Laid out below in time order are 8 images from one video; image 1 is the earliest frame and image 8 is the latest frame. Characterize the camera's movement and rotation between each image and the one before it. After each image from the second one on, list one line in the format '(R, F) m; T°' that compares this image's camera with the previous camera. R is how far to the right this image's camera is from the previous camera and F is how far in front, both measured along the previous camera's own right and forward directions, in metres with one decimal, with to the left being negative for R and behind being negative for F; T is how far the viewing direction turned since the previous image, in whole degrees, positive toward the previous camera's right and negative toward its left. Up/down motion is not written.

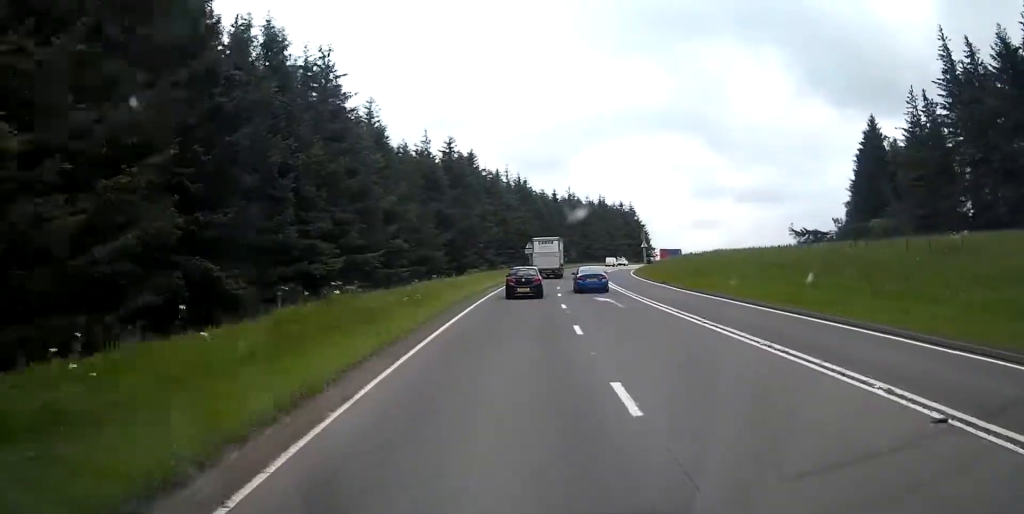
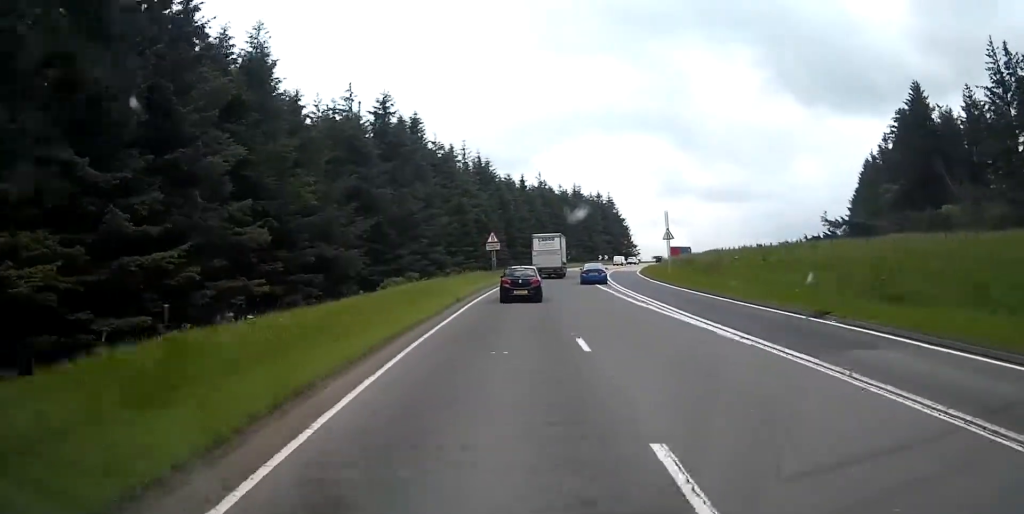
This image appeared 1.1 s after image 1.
(+0.8, +25.0) m; +3°
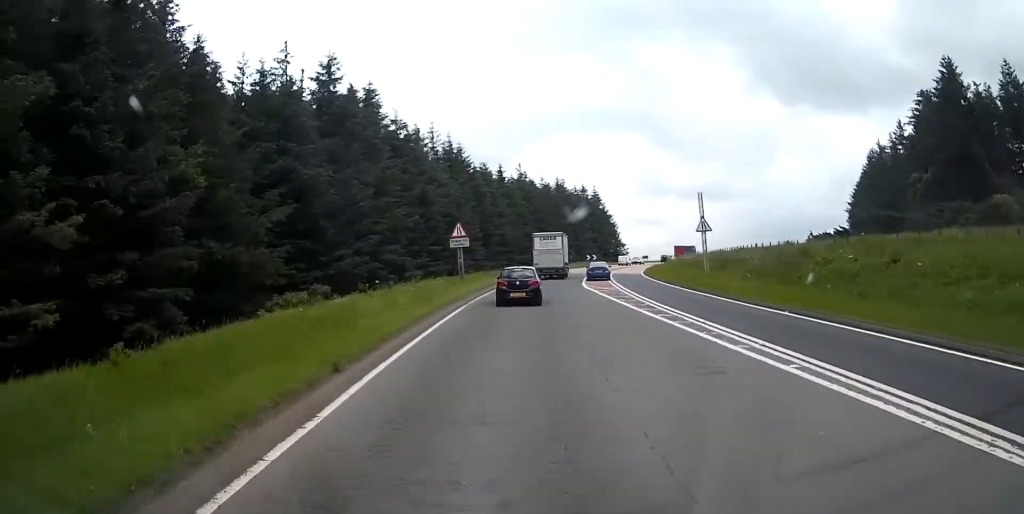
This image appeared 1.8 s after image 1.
(+0.2, +13.7) m; +1°
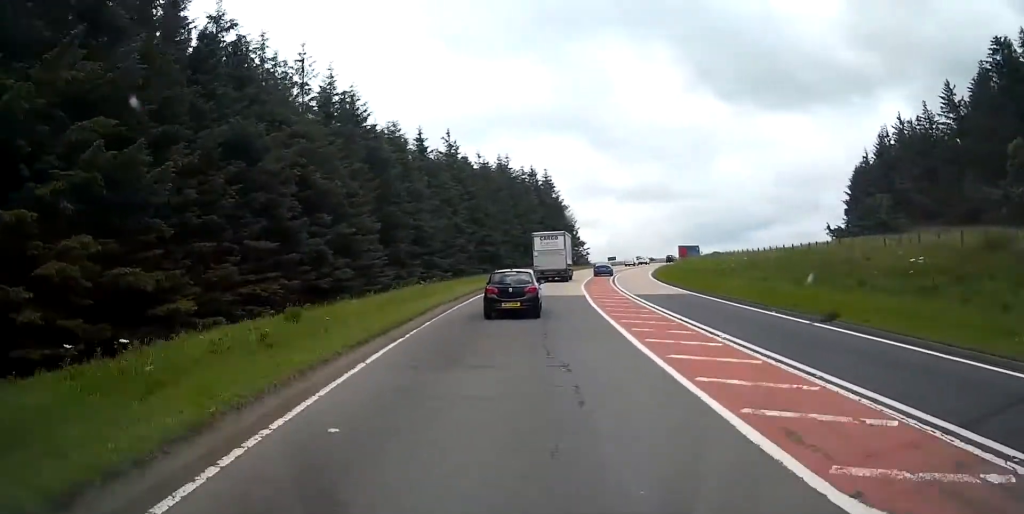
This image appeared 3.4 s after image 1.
(0.0, +33.5) m; +3°
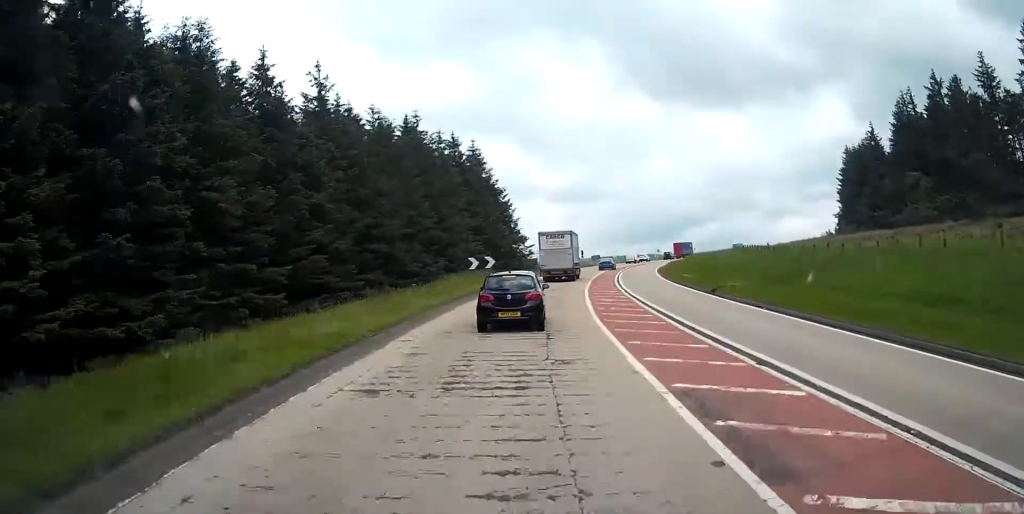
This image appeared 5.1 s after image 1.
(+3.2, +33.8) m; +10°
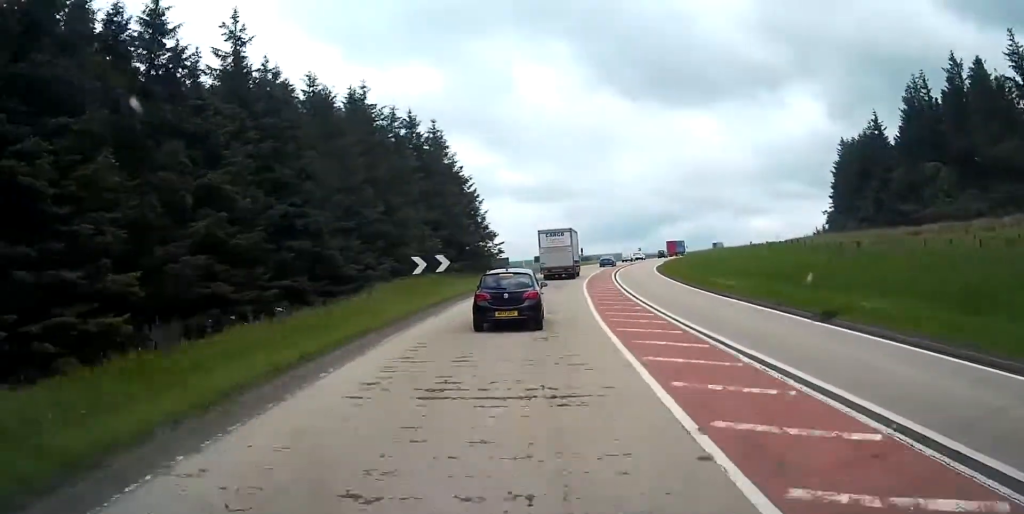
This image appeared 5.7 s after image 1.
(+0.3, +12.7) m; +3°
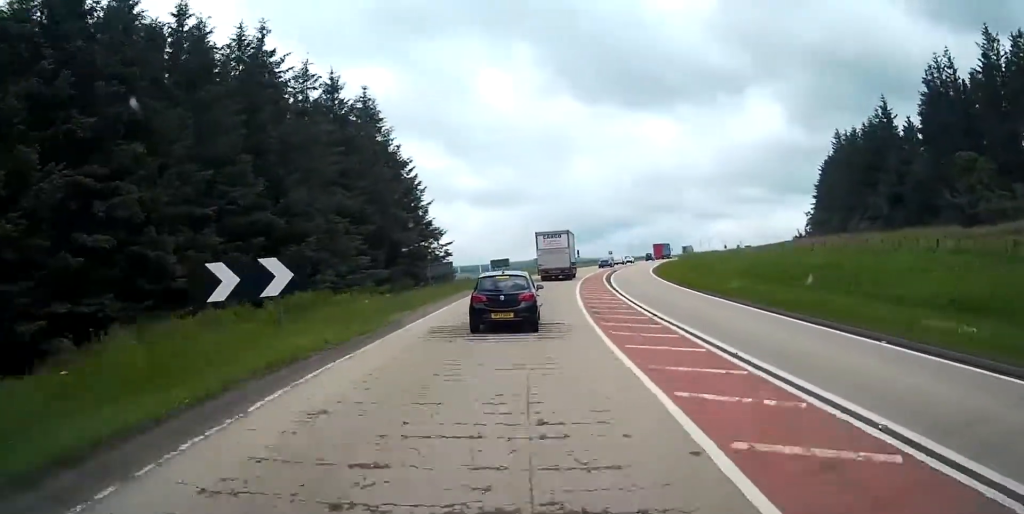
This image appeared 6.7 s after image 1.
(+0.5, +17.7) m; +2°
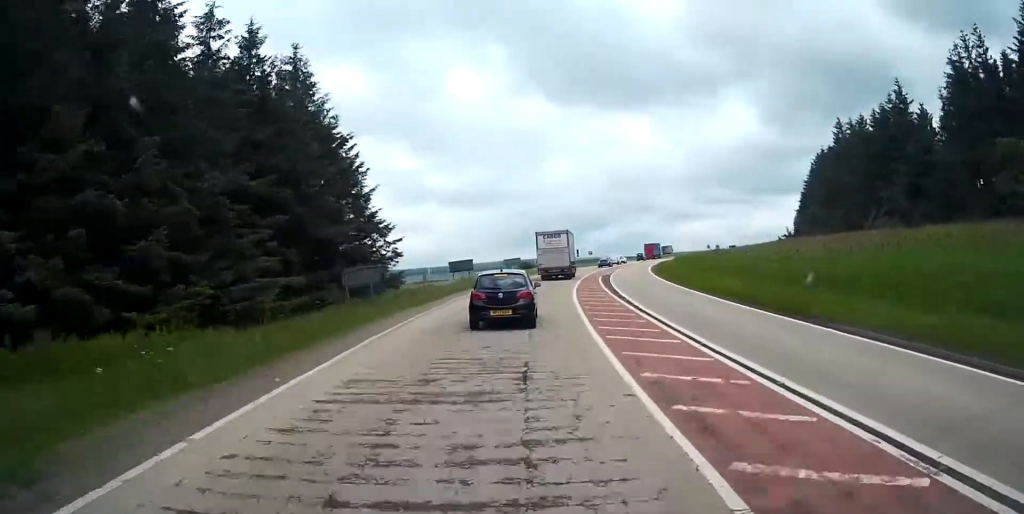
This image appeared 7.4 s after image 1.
(0.0, +13.6) m; +2°
